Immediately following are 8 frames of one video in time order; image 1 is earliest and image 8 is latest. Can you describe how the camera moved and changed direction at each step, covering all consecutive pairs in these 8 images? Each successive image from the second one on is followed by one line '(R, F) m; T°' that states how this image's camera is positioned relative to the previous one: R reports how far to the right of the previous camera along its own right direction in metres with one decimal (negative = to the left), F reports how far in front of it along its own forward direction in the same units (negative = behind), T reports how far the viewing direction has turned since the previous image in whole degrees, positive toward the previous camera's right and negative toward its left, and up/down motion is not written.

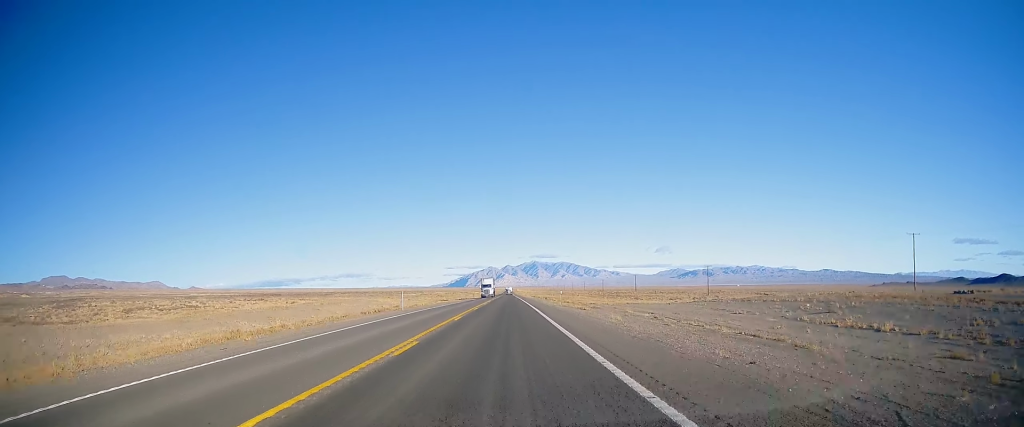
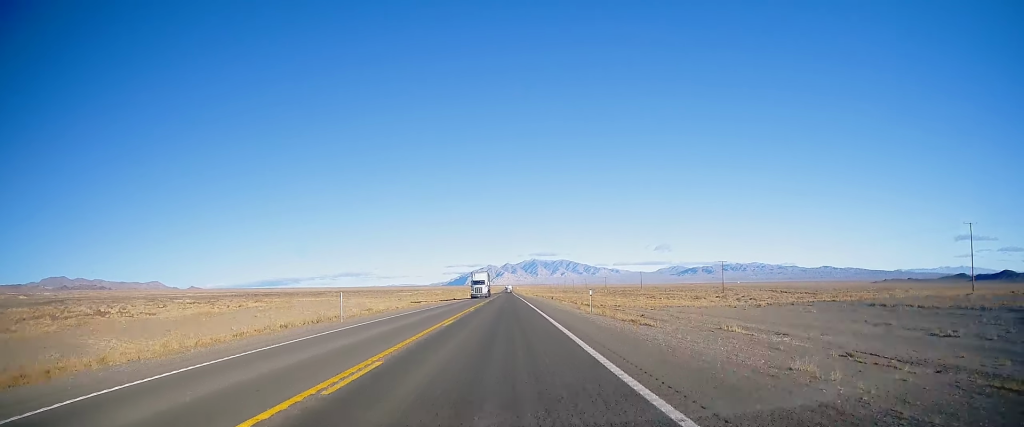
(0.0, +16.2) m; 0°
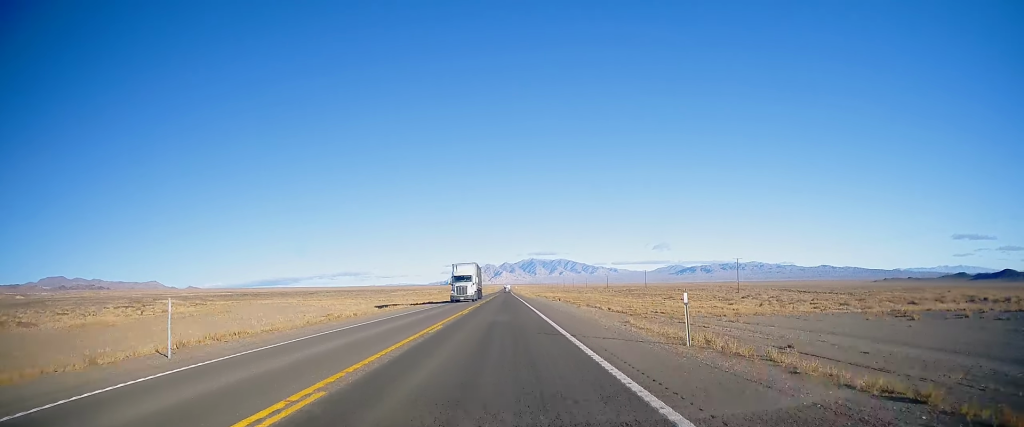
(+0.1, +15.1) m; 0°
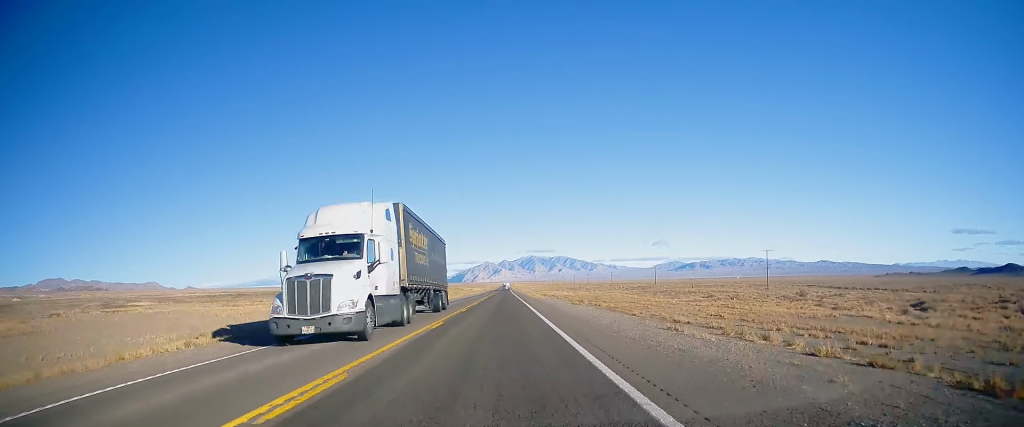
(-0.2, +22.8) m; 0°
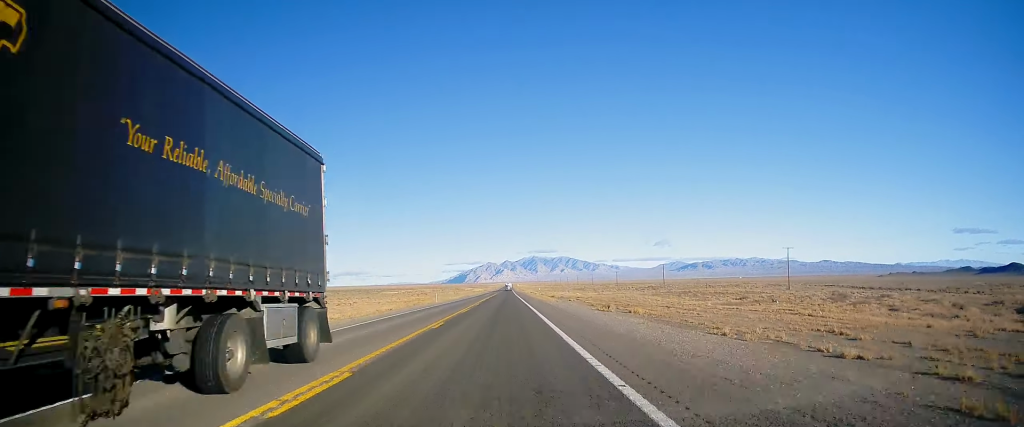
(0.0, +11.9) m; 0°
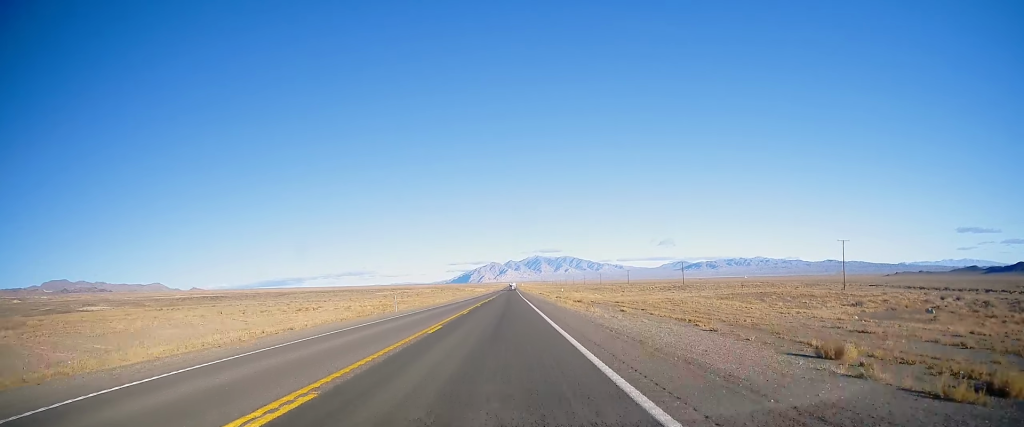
(+0.2, +26.0) m; 0°
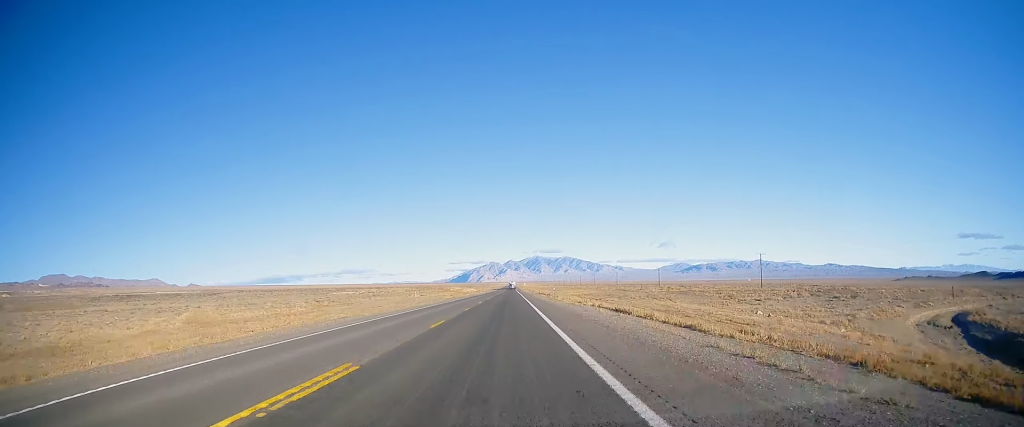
(-0.3, +82.3) m; -1°
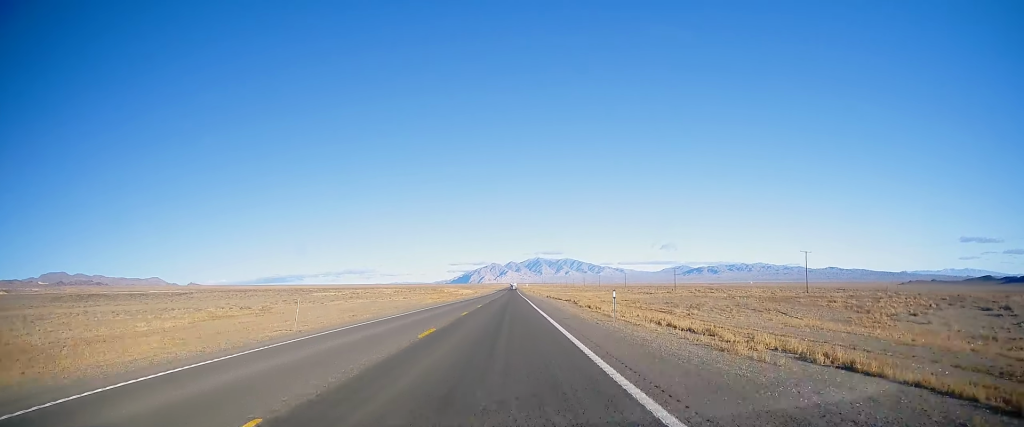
(-0.4, +28.2) m; 0°
